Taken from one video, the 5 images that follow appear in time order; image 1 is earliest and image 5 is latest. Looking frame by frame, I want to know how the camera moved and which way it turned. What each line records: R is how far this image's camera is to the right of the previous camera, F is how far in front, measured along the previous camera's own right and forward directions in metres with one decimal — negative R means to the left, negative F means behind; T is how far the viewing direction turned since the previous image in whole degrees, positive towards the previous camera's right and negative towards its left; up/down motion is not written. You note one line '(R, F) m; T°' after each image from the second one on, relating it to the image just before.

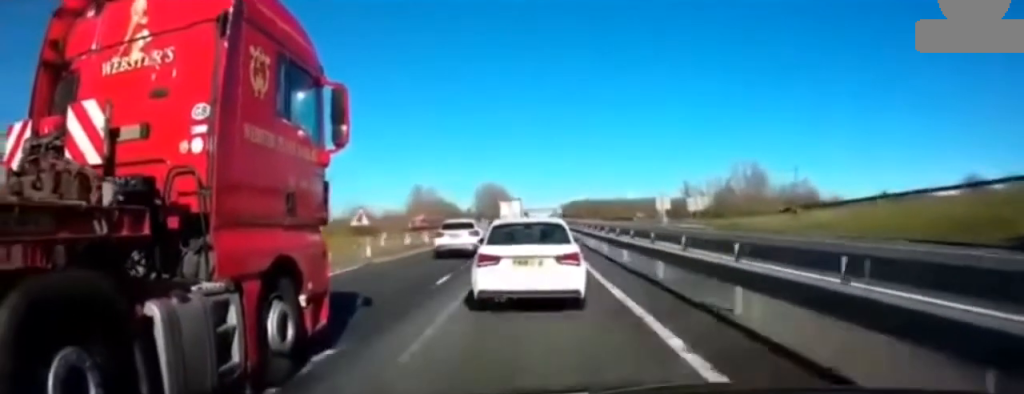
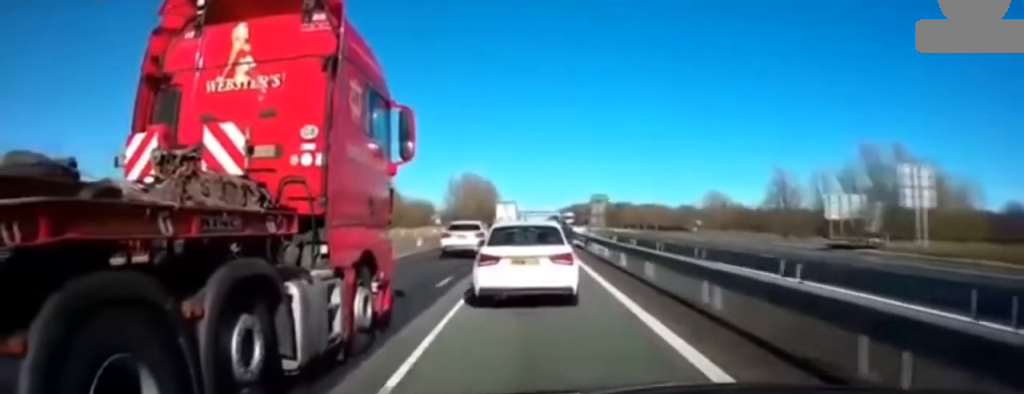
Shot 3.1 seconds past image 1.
(+0.7, +62.7) m; +1°
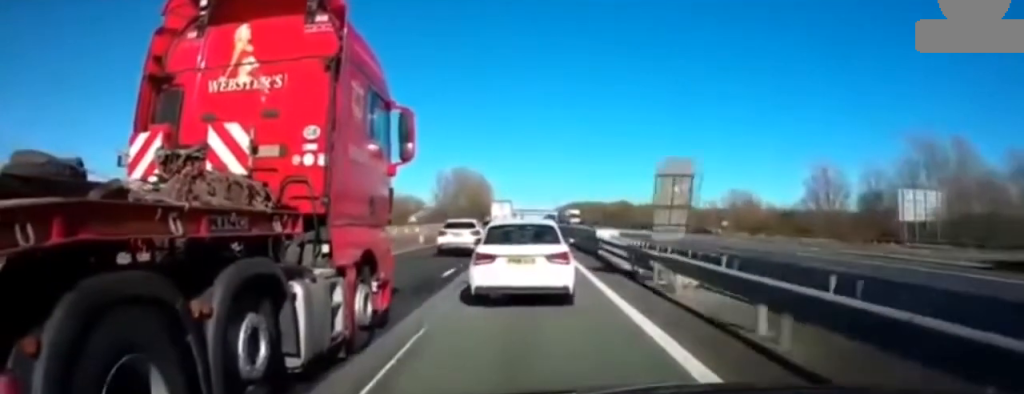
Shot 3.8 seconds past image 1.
(+0.2, +15.5) m; 0°
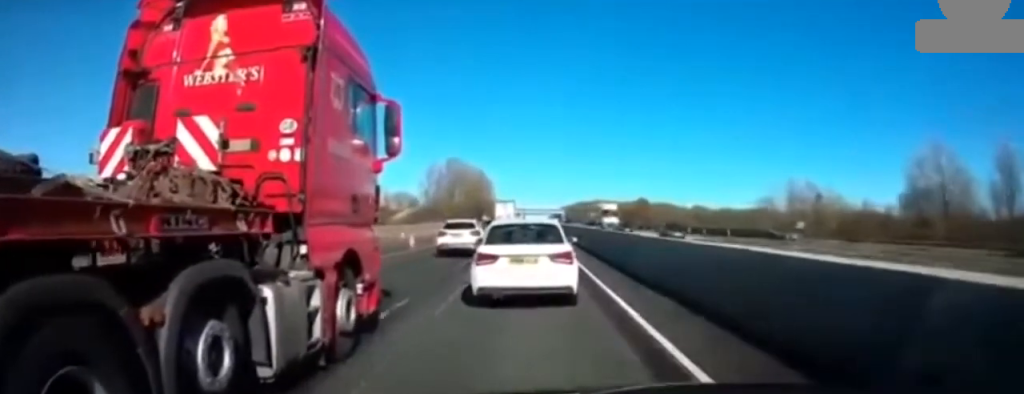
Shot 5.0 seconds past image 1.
(-0.2, +23.8) m; -1°
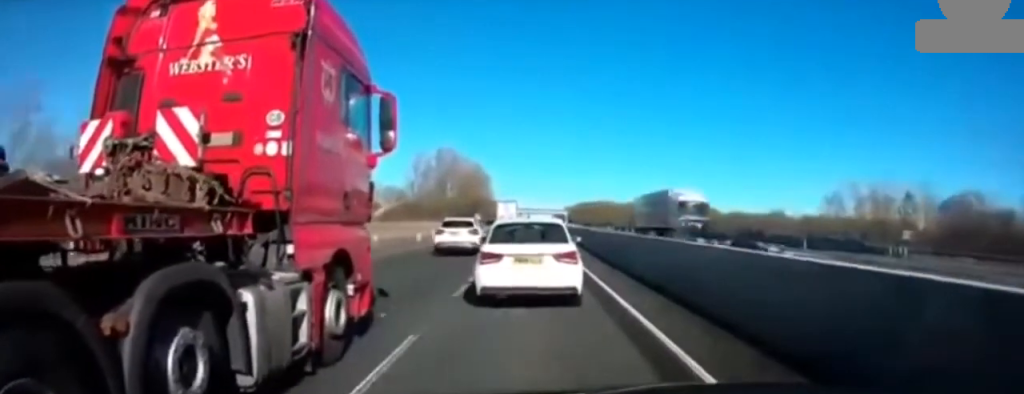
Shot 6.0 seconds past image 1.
(0.0, +19.8) m; 0°
